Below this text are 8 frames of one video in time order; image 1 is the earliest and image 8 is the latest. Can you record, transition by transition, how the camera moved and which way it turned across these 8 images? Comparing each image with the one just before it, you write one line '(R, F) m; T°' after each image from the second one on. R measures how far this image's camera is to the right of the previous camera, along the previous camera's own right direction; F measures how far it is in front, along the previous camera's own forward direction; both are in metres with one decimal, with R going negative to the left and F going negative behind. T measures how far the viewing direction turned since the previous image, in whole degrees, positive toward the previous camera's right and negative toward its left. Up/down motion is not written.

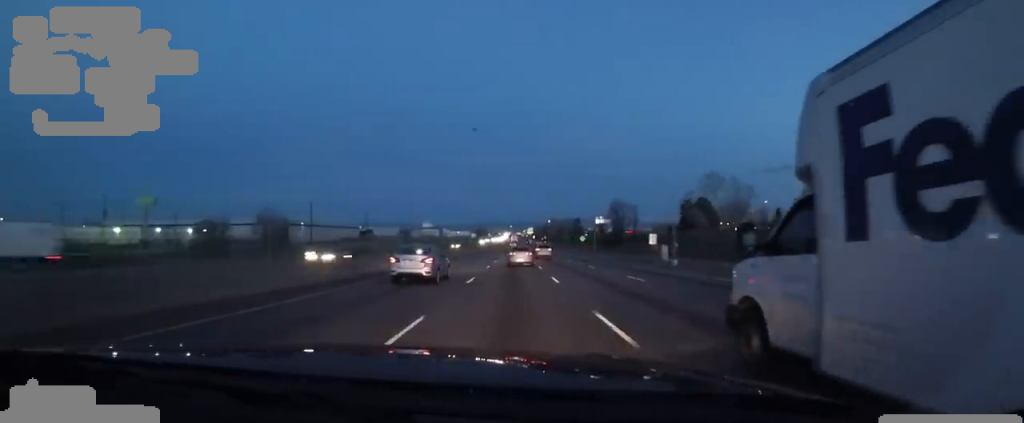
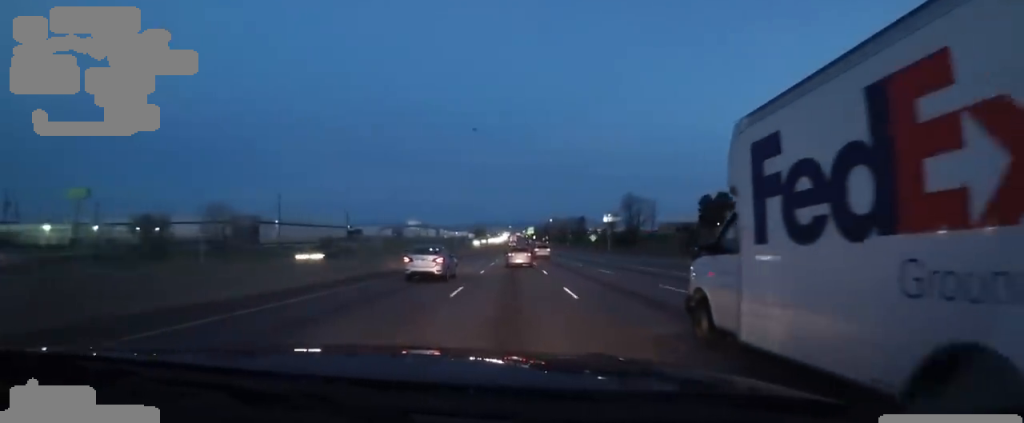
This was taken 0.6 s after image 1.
(0.0, +18.1) m; 0°
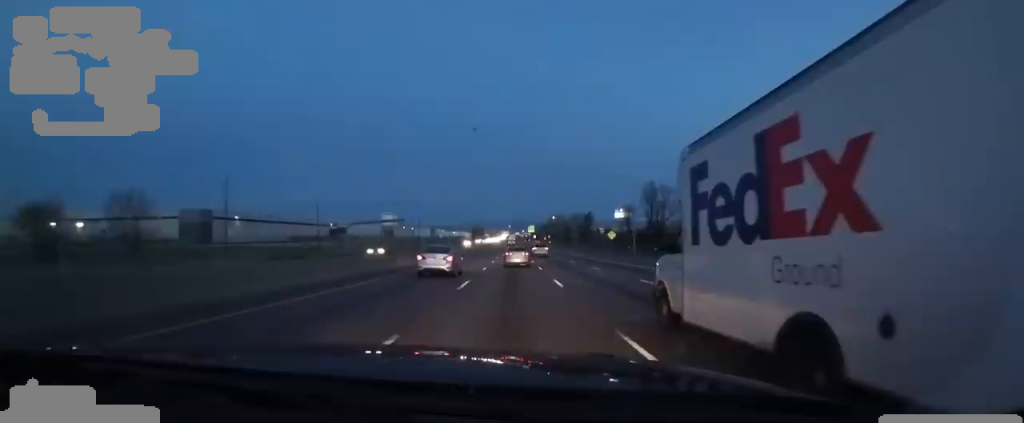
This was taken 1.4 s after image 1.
(-0.2, +22.0) m; +1°
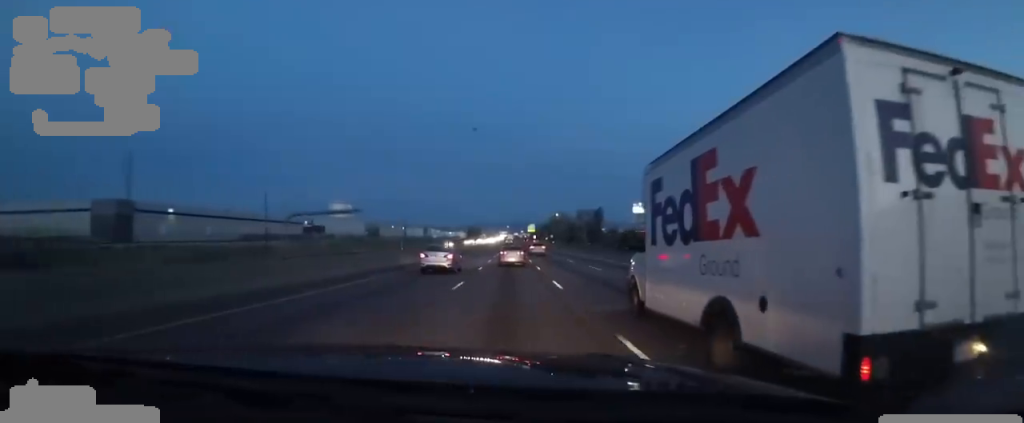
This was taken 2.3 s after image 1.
(+0.4, +25.2) m; 0°
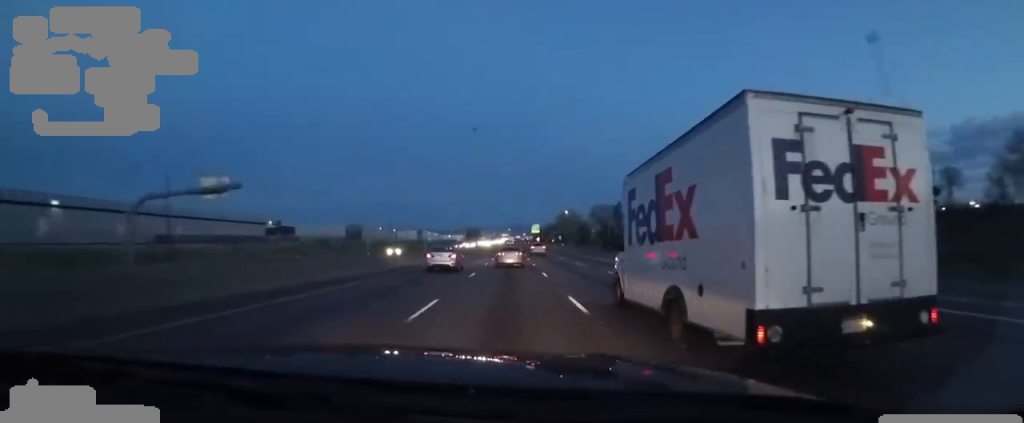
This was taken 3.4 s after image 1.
(-0.1, +29.9) m; -1°
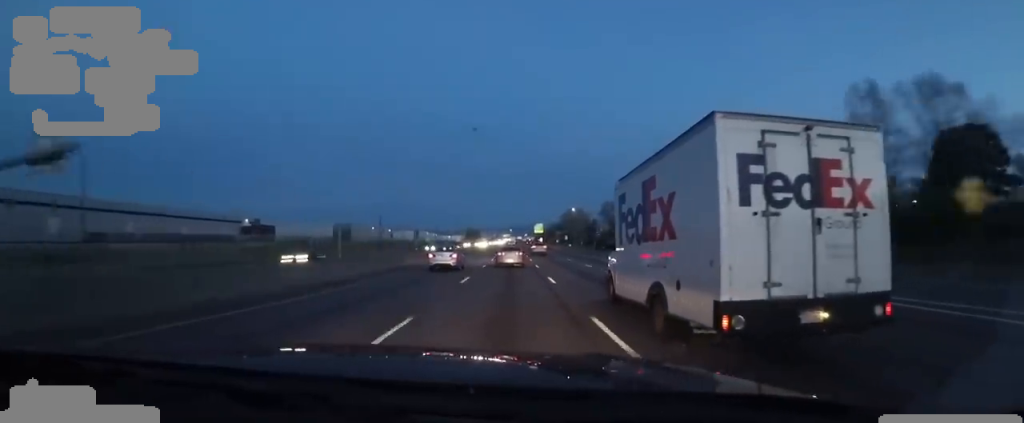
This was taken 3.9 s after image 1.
(-0.1, +16.0) m; 0°
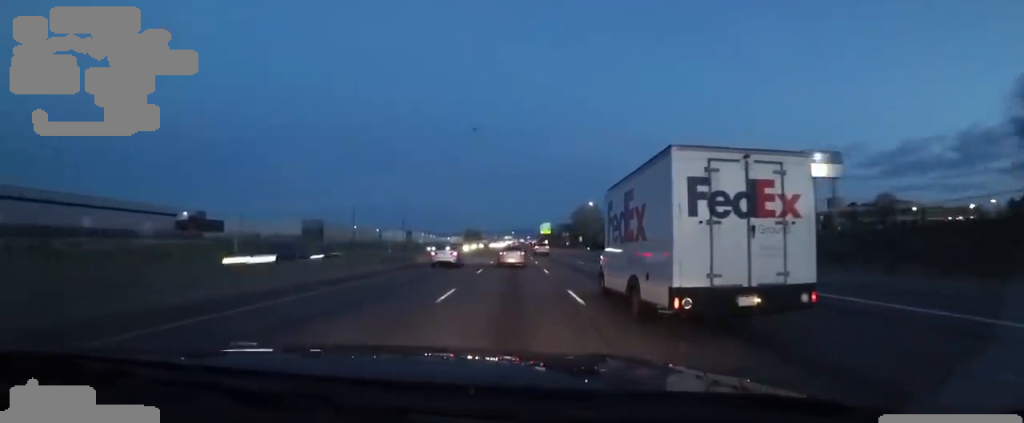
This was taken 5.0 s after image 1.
(+0.2, +30.9) m; 0°
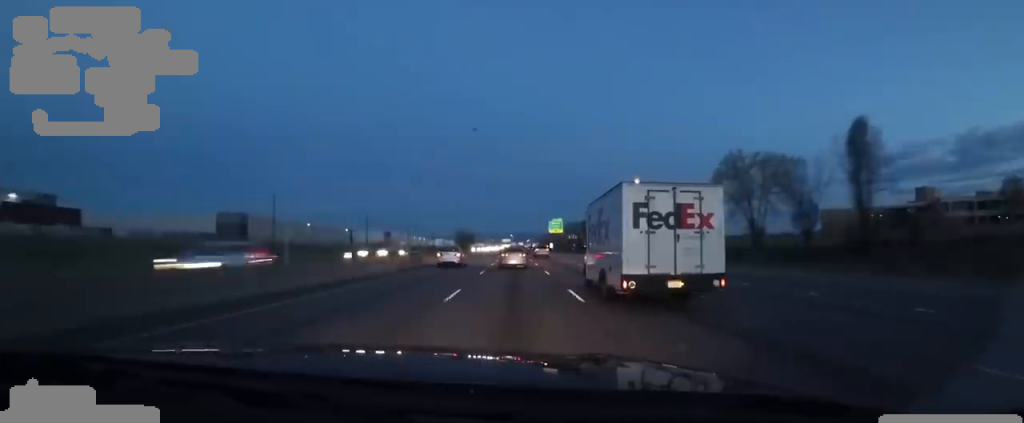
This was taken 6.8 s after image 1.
(-0.1, +48.0) m; 0°
